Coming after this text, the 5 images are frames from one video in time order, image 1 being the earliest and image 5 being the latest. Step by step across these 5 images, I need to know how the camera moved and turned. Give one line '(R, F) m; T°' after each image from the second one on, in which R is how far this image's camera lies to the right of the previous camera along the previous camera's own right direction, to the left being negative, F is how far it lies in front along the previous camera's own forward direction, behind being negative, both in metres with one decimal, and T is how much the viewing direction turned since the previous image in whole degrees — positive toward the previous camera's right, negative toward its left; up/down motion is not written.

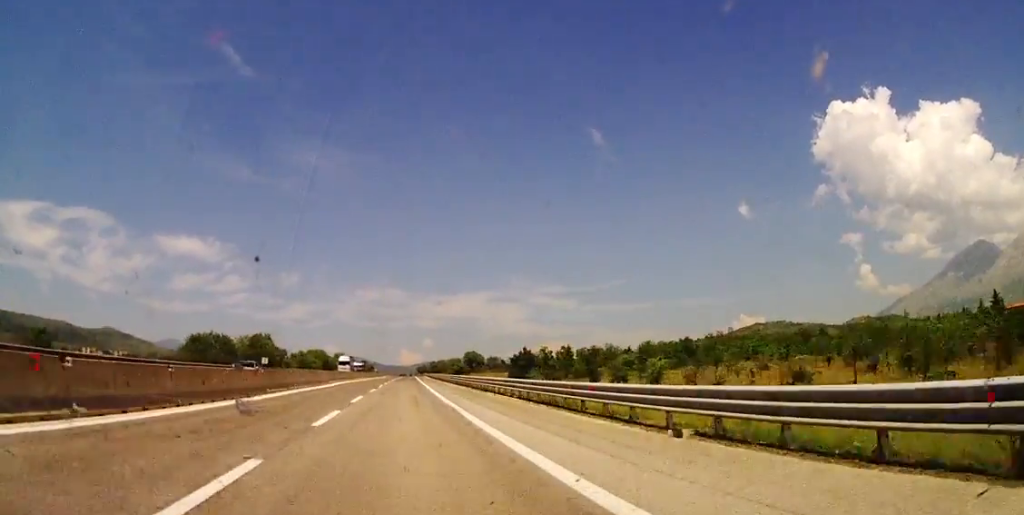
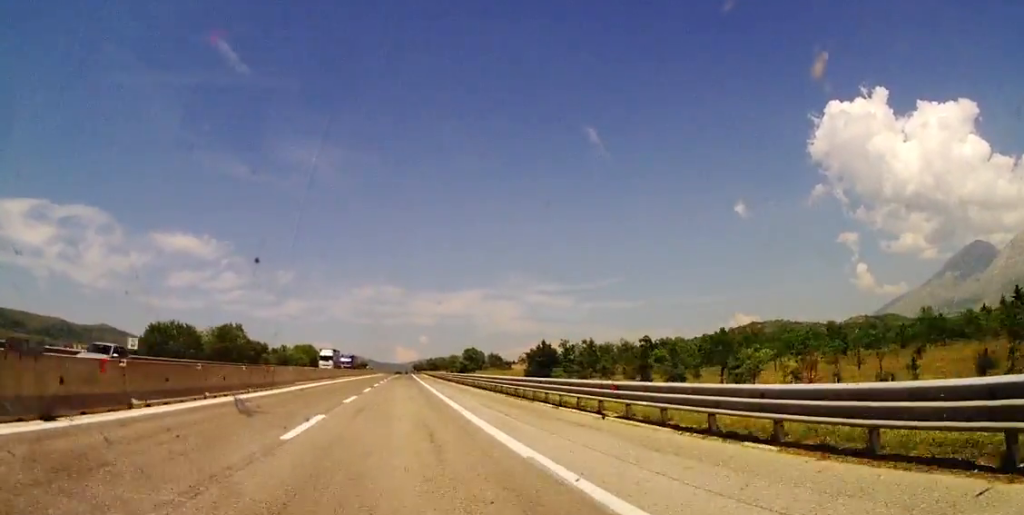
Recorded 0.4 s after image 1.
(-0.3, +15.5) m; 0°
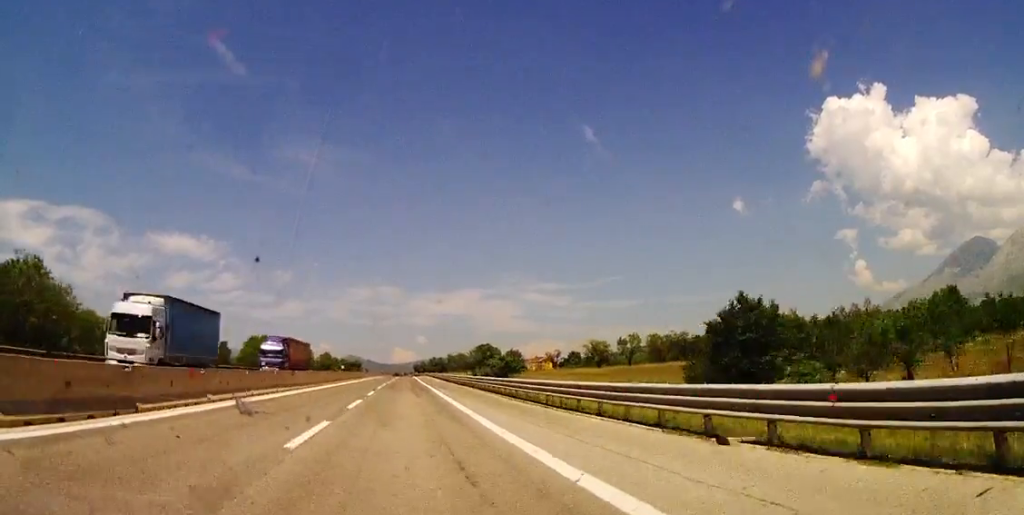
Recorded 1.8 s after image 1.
(+0.5, +49.0) m; +1°
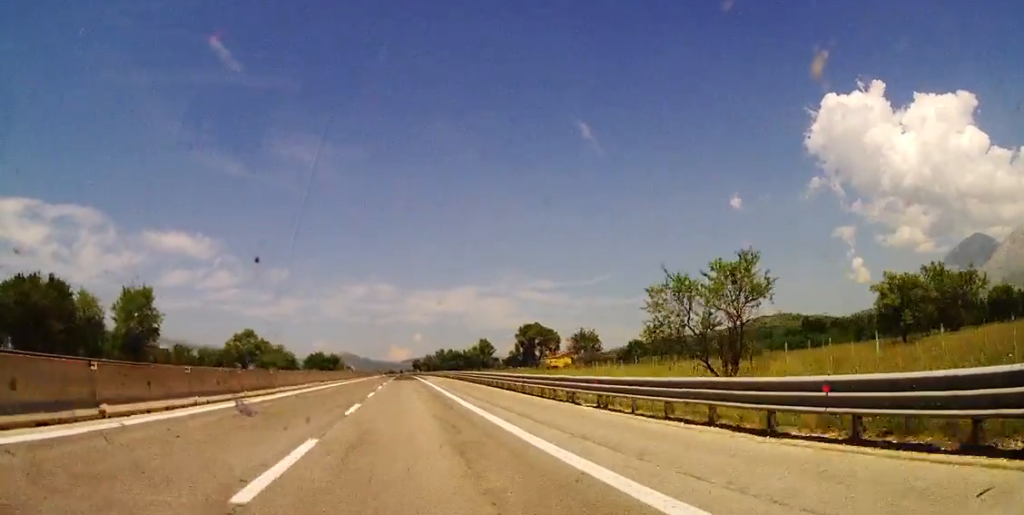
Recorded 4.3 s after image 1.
(+1.0, +89.1) m; +1°
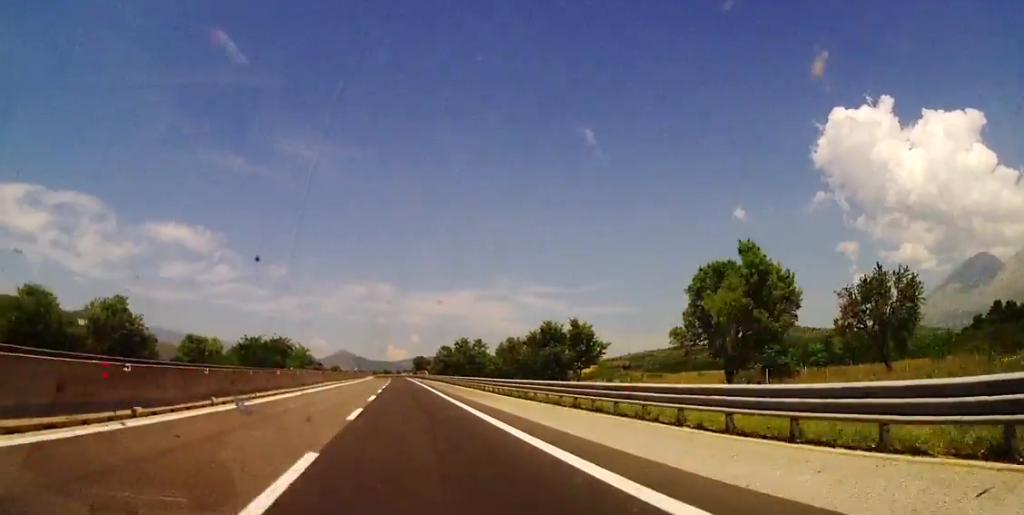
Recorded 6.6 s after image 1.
(+0.7, +85.4) m; 0°
